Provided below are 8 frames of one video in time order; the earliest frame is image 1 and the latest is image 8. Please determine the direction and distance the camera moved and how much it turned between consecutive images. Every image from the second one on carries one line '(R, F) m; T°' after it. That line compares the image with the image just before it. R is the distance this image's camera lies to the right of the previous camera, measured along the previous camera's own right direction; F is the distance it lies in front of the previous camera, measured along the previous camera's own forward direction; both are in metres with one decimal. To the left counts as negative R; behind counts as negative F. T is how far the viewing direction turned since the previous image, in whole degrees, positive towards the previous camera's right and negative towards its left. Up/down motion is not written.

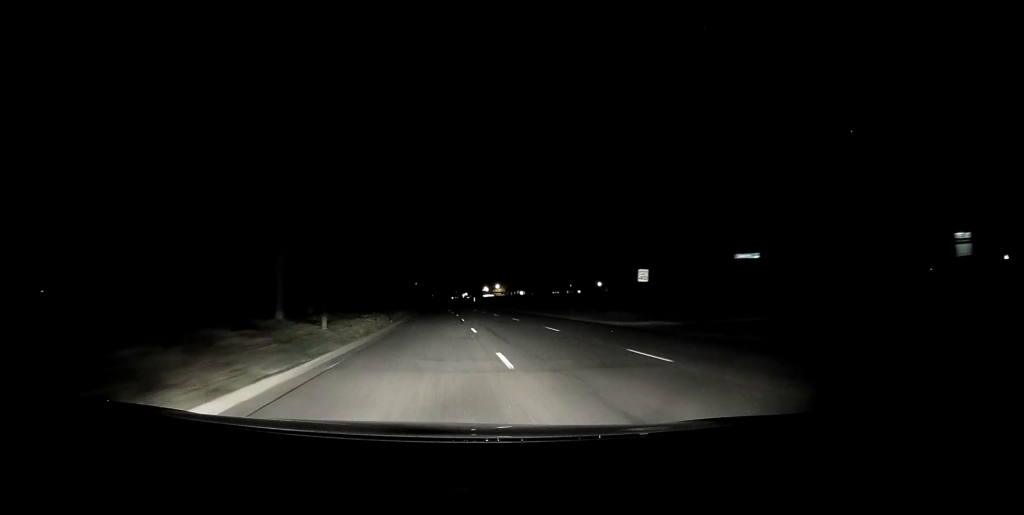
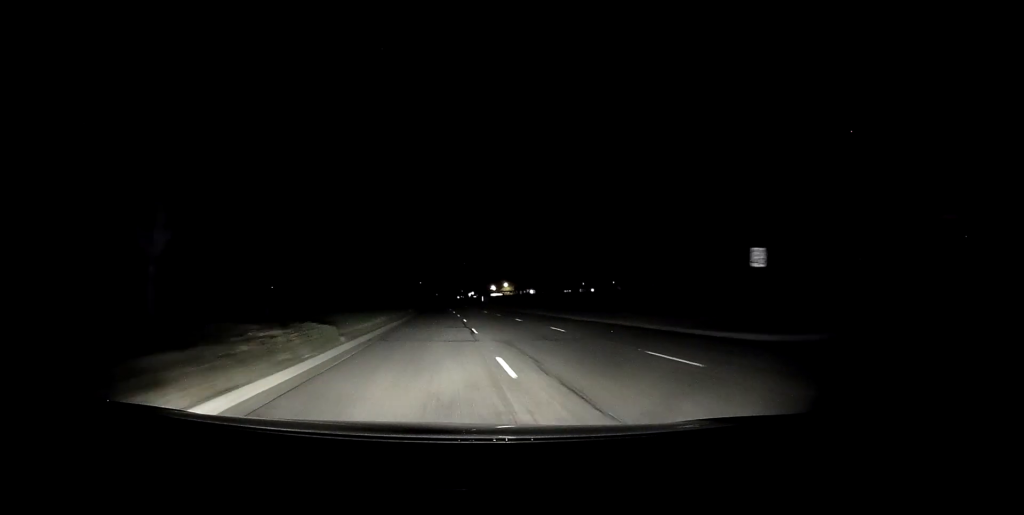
(-0.2, +13.9) m; 0°
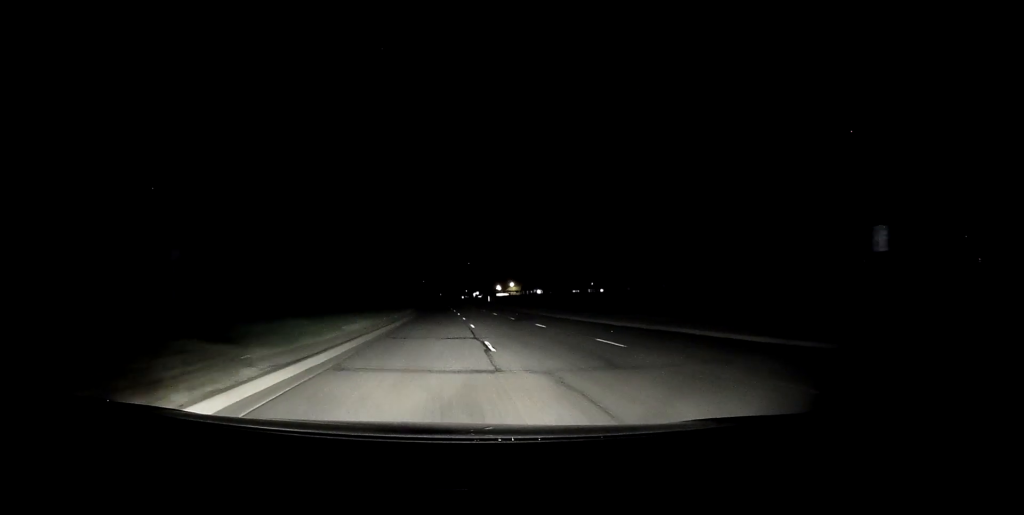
(+0.1, +7.7) m; 0°
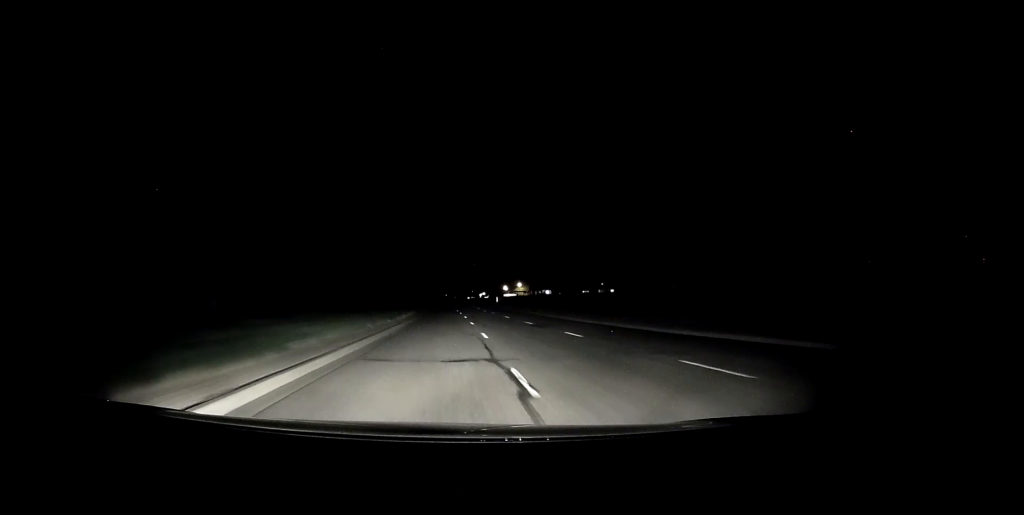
(+0.1, +6.7) m; 0°
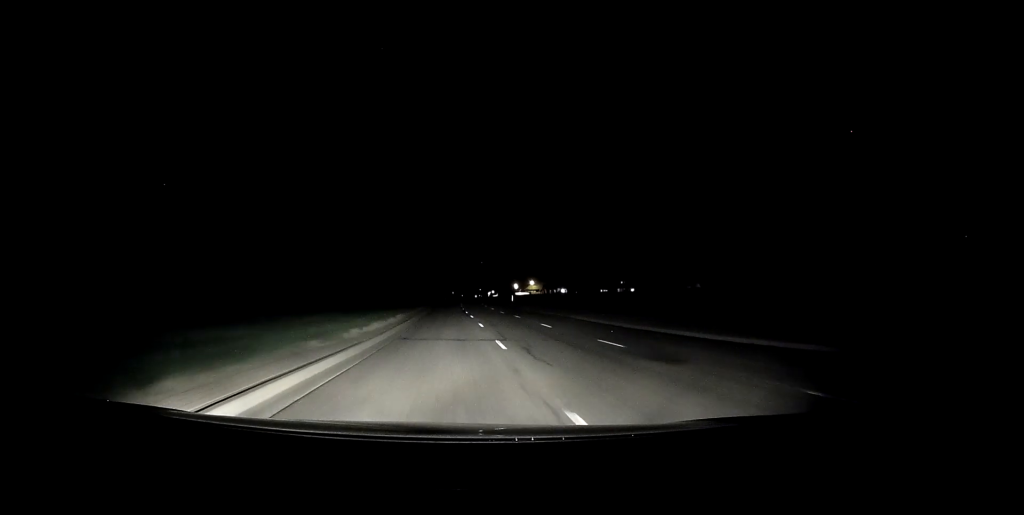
(-0.2, +16.8) m; -1°
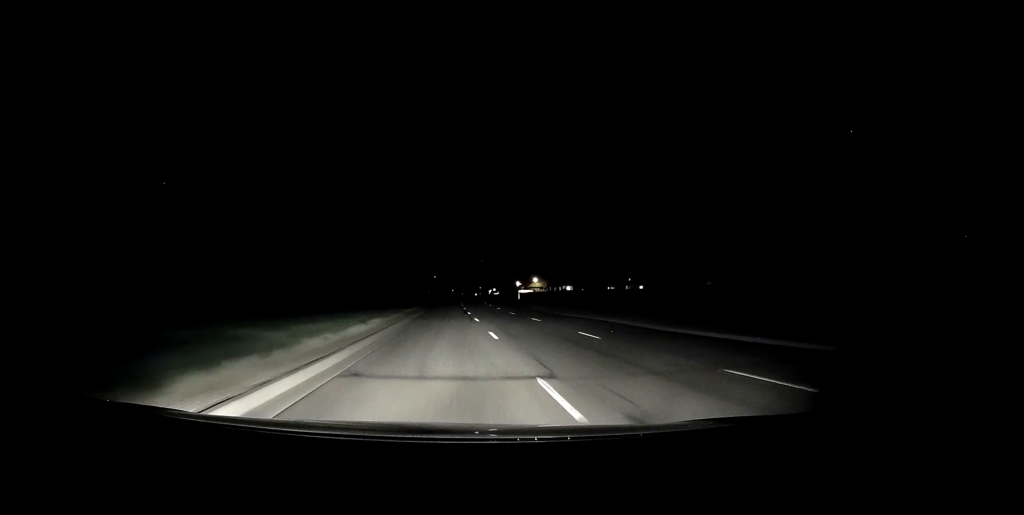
(0.0, +9.6) m; 0°
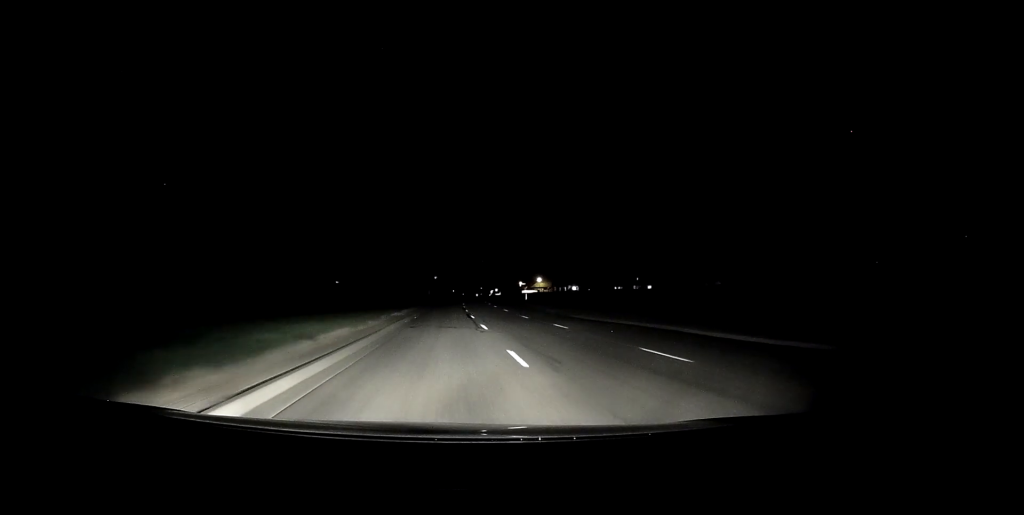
(0.0, +7.5) m; 0°
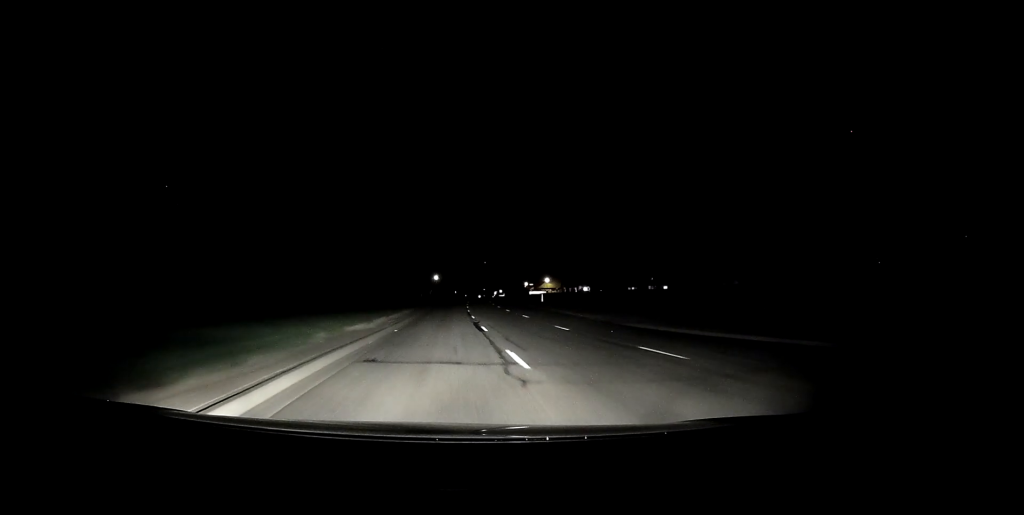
(0.0, +12.5) m; -1°
